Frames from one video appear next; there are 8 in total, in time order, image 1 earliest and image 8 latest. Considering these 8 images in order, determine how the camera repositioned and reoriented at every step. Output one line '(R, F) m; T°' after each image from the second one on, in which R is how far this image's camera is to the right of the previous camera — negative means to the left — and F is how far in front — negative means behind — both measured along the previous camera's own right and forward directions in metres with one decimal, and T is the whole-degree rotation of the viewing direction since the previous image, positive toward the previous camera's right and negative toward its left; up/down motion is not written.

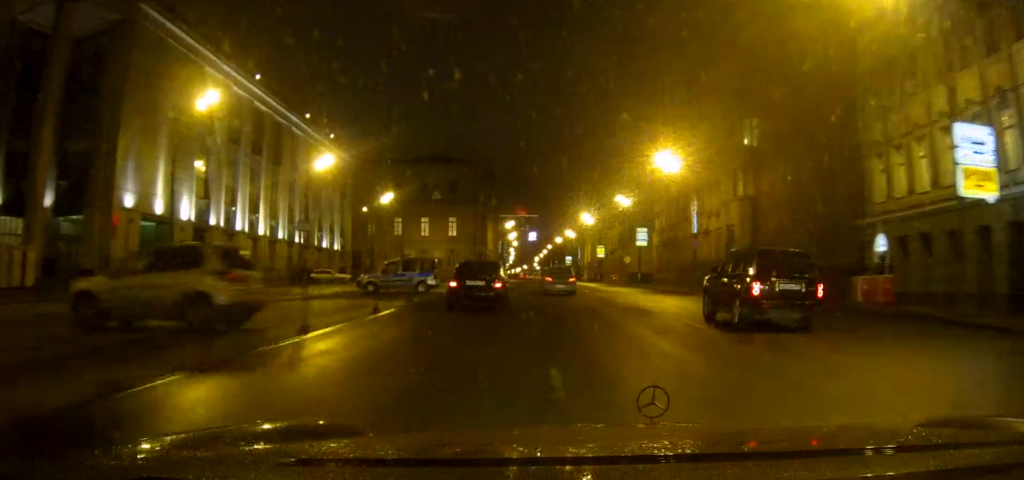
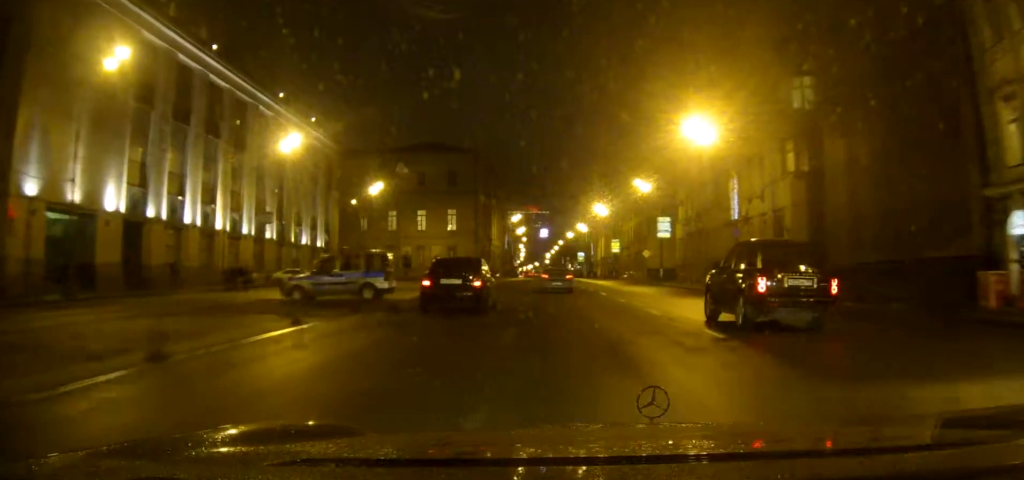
(-0.1, +10.9) m; -1°
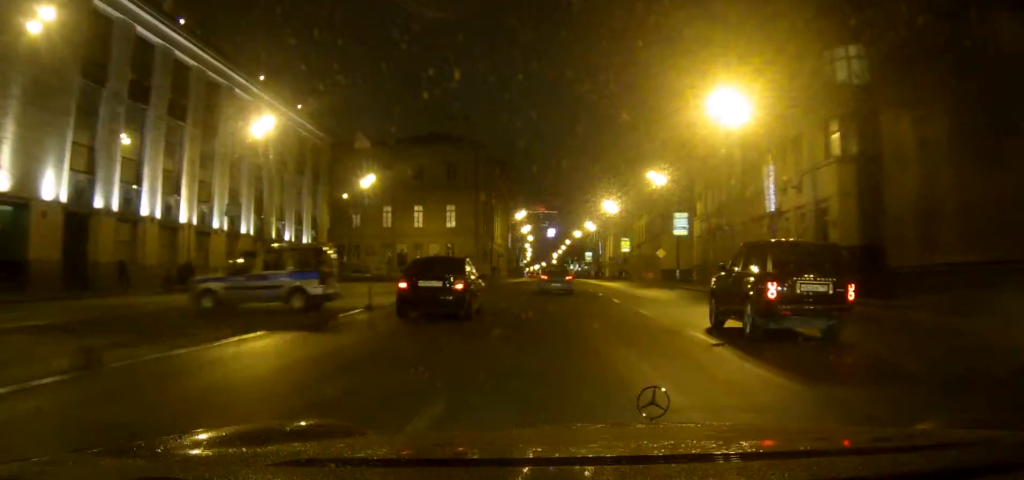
(+0.1, +6.9) m; -1°
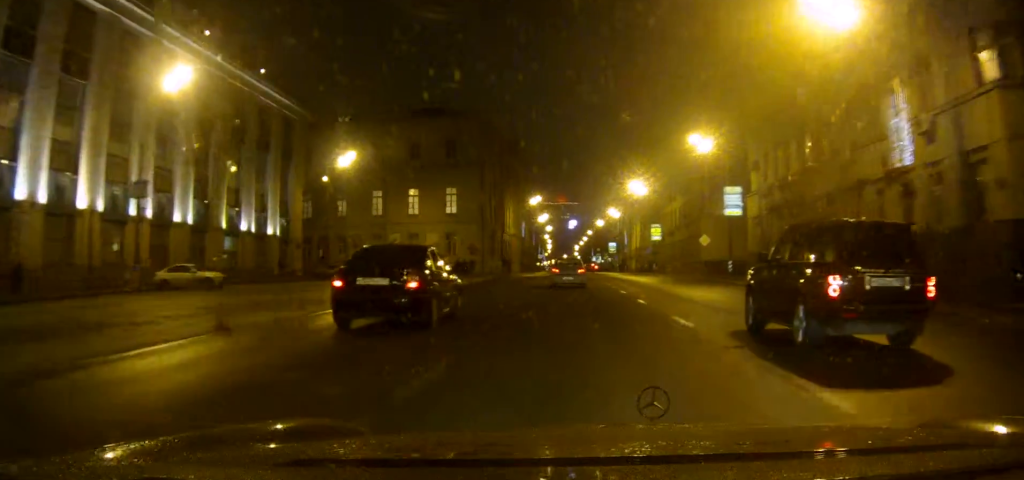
(-0.5, +14.4) m; -3°
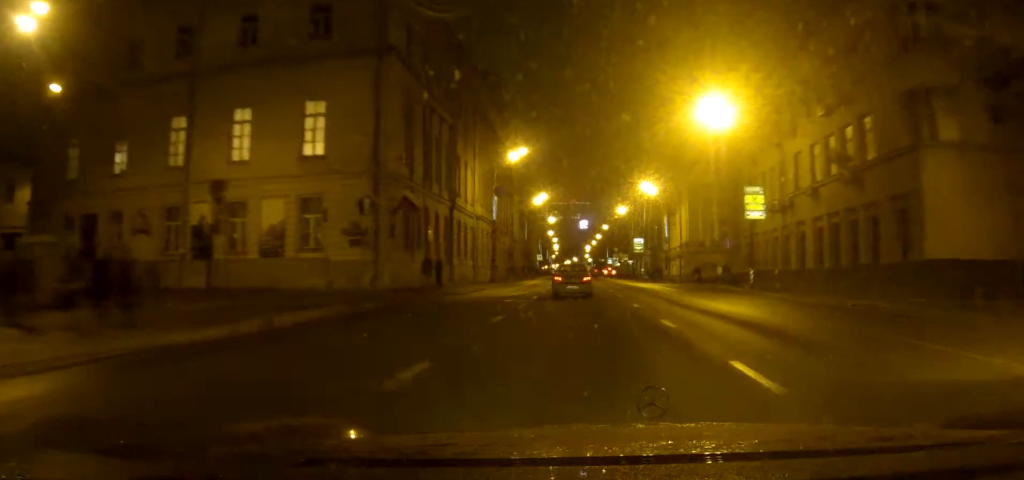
(-1.4, +47.1) m; -1°
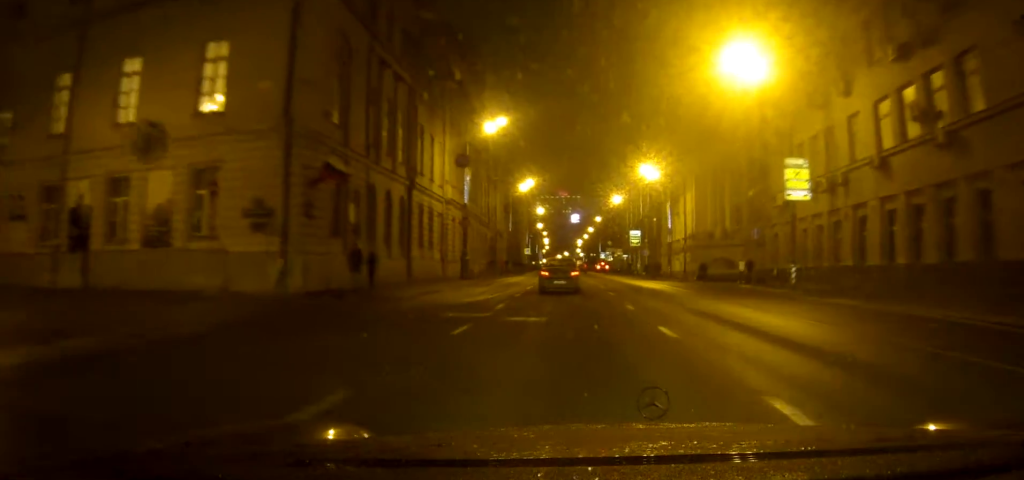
(+0.1, +10.5) m; 0°
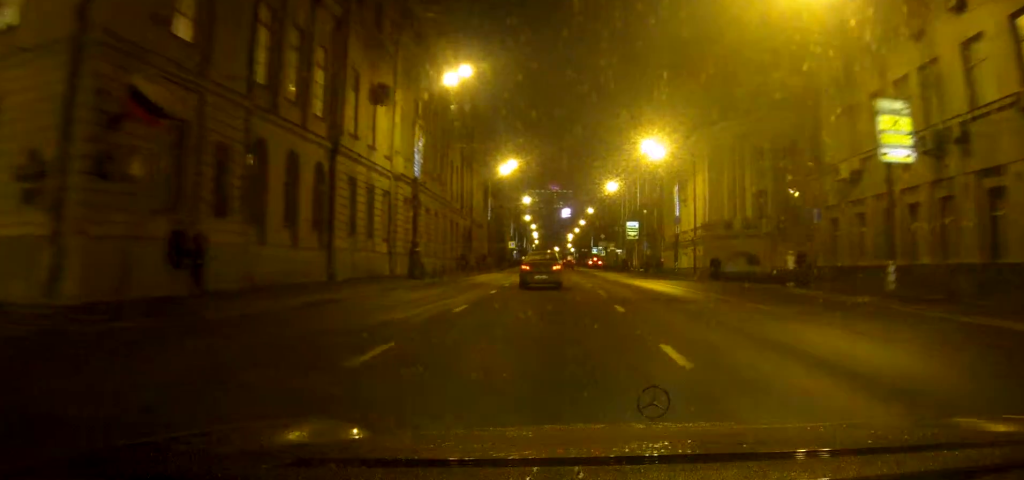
(0.0, +12.4) m; 0°
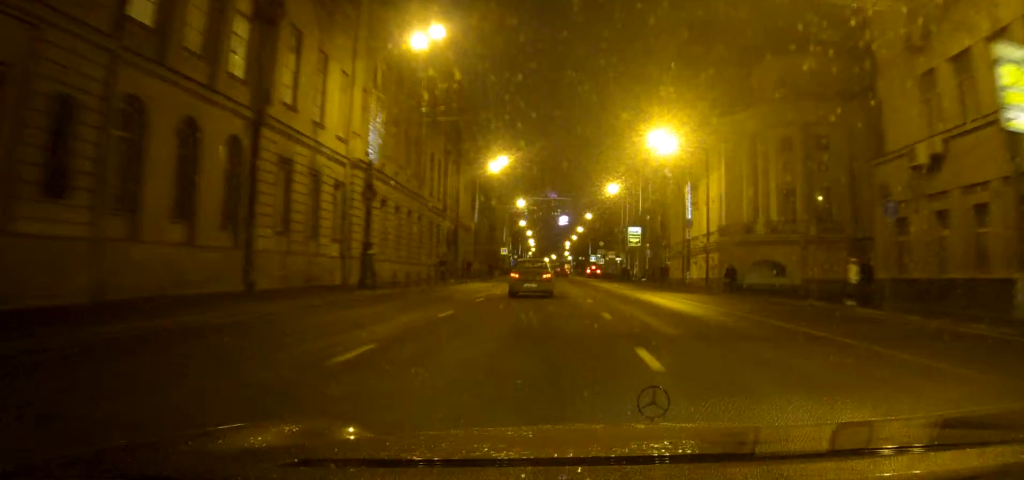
(0.0, +7.8) m; 0°
